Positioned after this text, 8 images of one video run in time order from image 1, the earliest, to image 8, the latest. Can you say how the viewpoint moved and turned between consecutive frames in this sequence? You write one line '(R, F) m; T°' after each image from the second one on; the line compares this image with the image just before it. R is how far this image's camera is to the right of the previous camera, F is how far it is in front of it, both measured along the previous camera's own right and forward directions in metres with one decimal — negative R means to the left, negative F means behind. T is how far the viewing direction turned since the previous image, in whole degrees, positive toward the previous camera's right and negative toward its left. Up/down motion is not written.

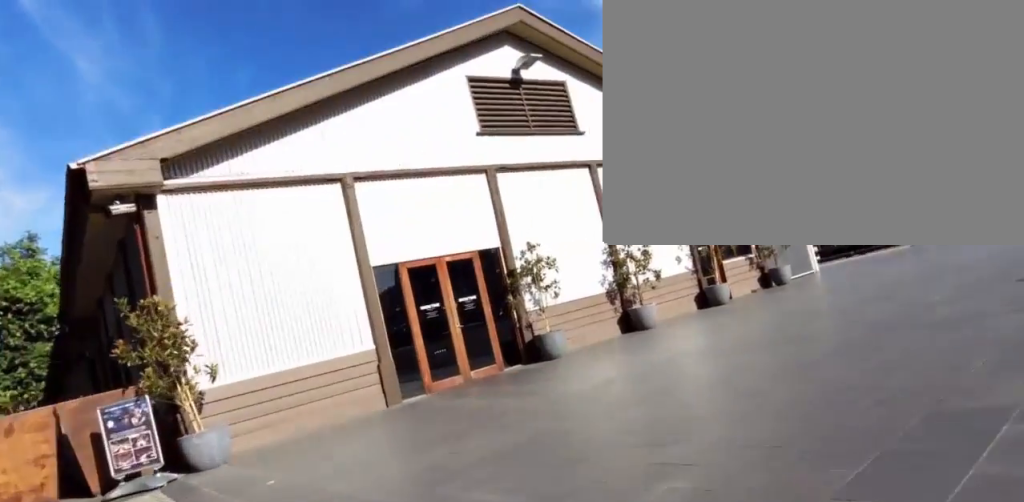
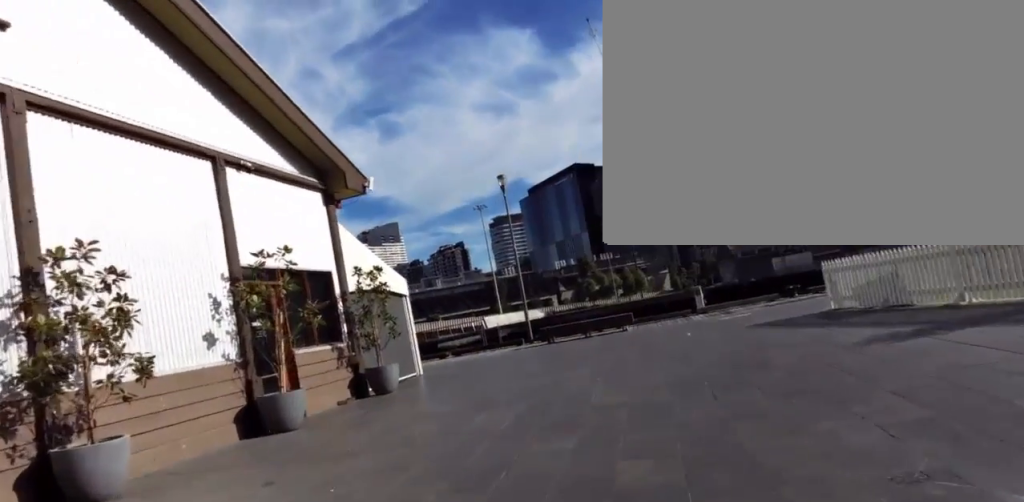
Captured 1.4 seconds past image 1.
(+1.7, +7.8) m; +26°
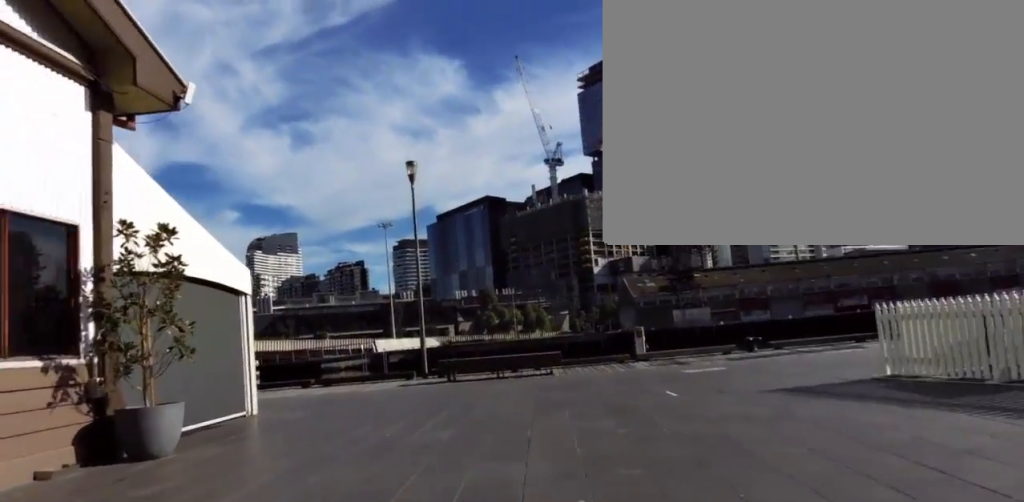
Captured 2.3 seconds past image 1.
(+0.7, +5.5) m; +14°
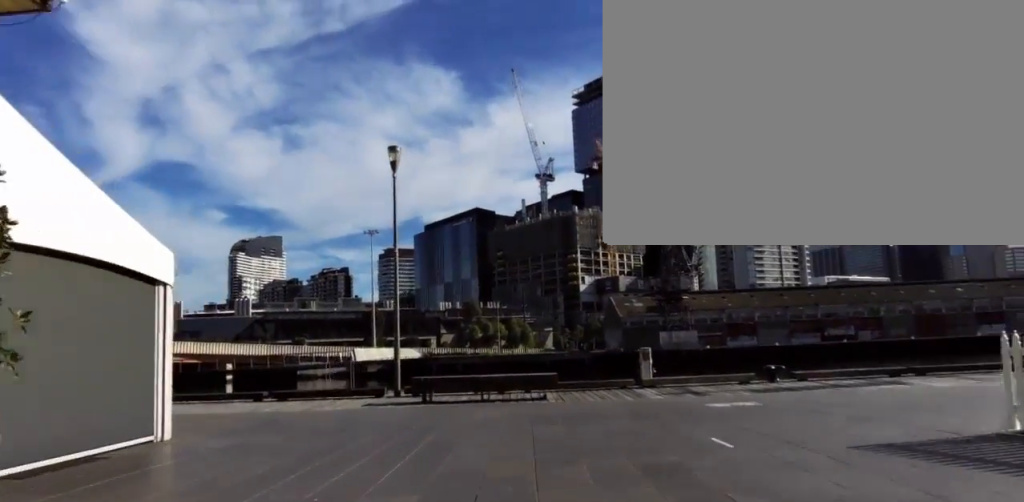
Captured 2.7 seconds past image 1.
(+0.4, +2.5) m; 0°
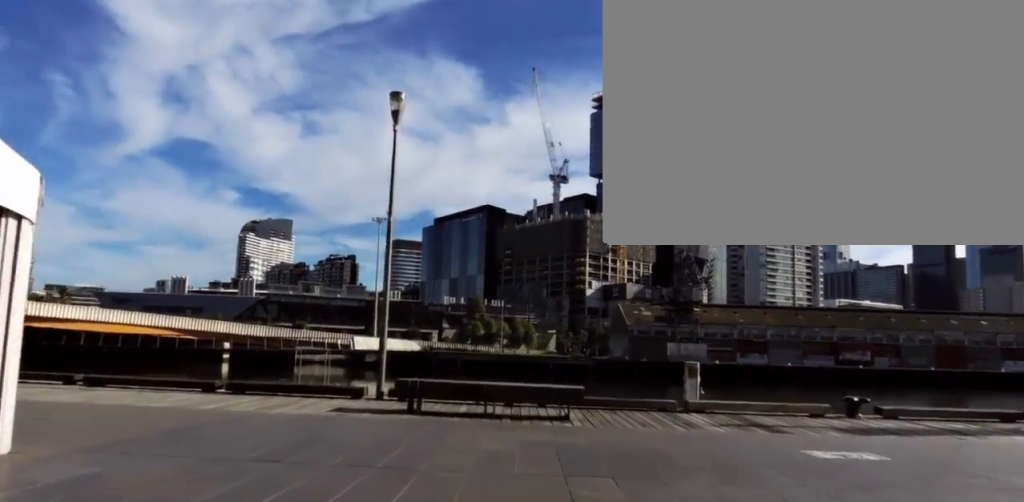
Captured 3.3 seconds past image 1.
(+0.3, +3.4) m; -1°
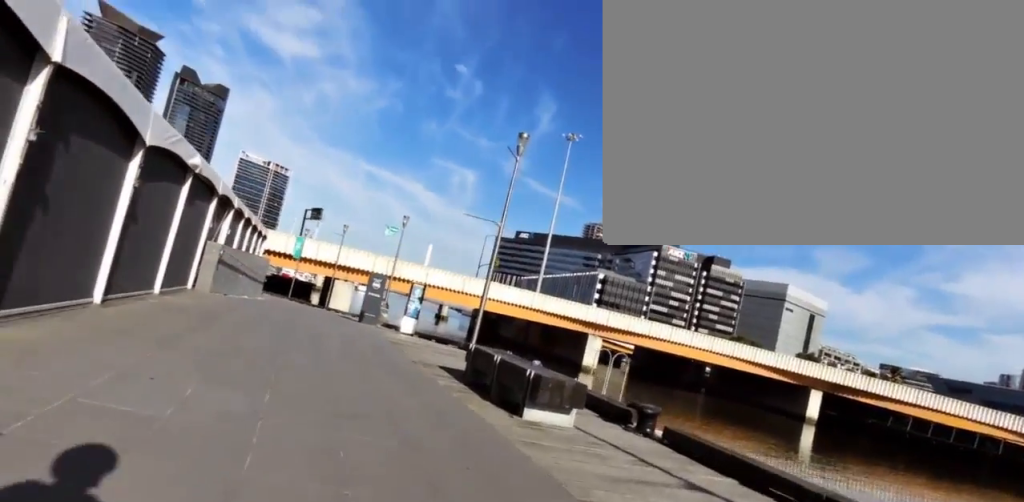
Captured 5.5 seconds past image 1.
(-1.7, +8.6) m; -51°
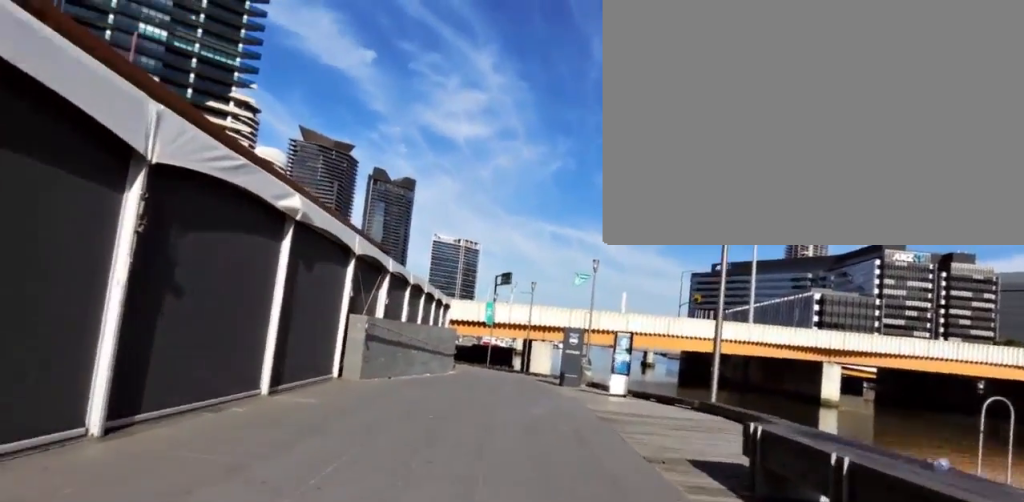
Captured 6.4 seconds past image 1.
(-1.8, +3.6) m; -27°
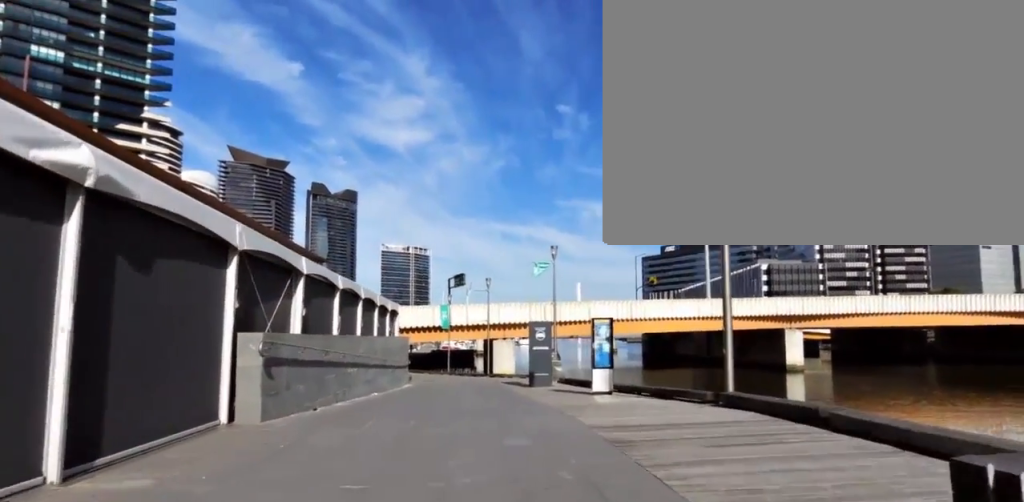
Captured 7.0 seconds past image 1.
(0.0, +2.9) m; 0°
